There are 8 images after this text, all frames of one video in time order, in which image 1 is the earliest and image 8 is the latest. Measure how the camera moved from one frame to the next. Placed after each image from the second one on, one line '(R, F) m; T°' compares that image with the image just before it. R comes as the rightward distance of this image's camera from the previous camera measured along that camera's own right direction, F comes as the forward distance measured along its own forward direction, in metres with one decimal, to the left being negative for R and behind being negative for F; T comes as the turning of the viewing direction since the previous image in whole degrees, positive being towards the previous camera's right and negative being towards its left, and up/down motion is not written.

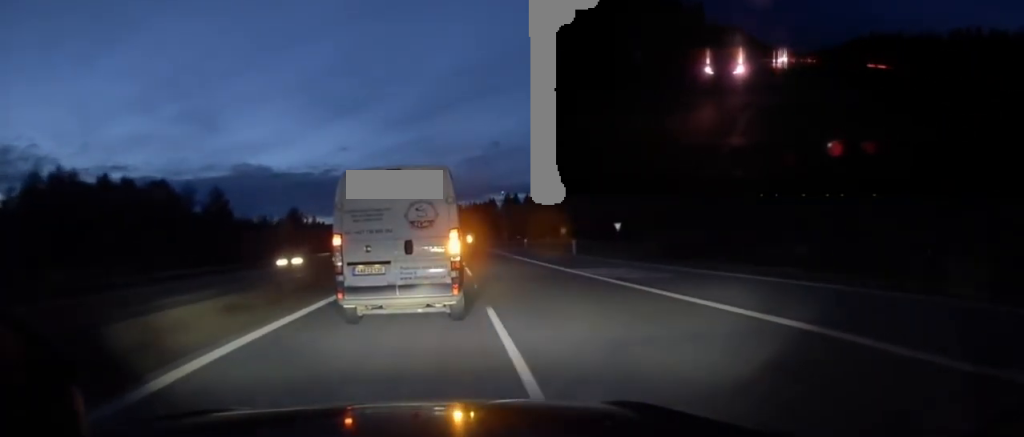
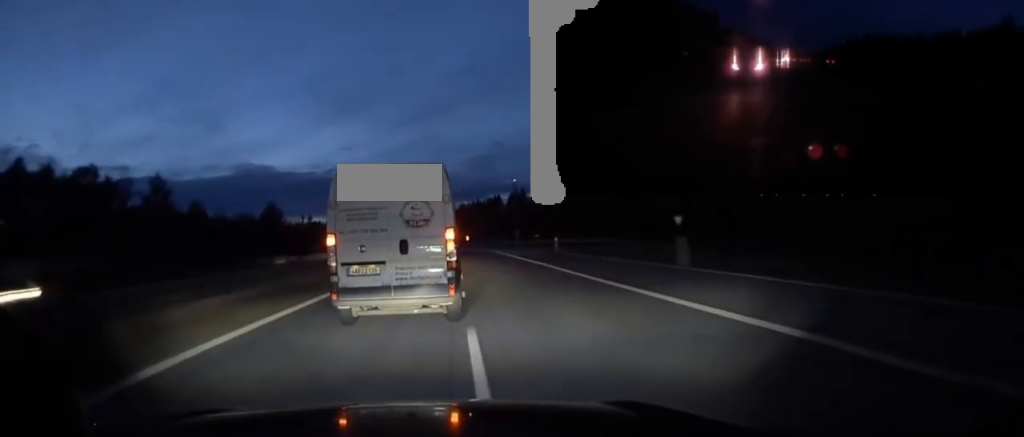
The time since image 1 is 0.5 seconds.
(0.0, +20.9) m; -1°
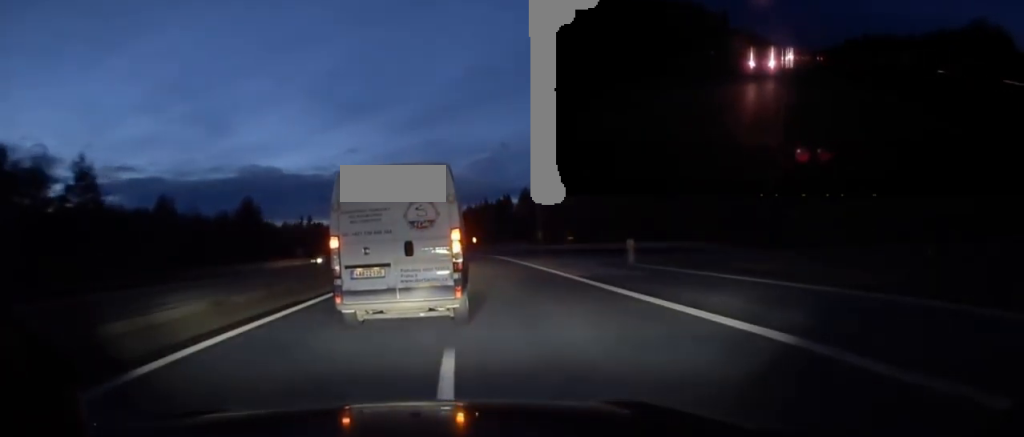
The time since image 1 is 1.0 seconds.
(-0.1, +19.7) m; -1°
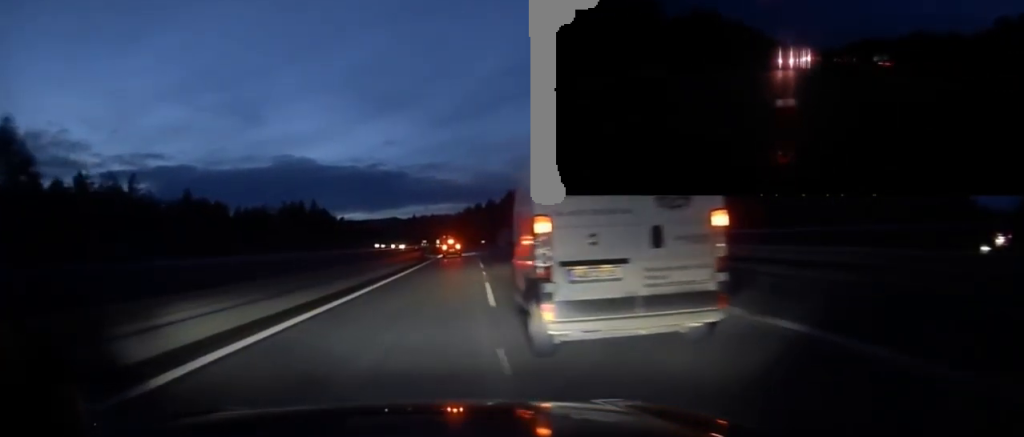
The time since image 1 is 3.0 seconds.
(-2.1, +79.5) m; -2°
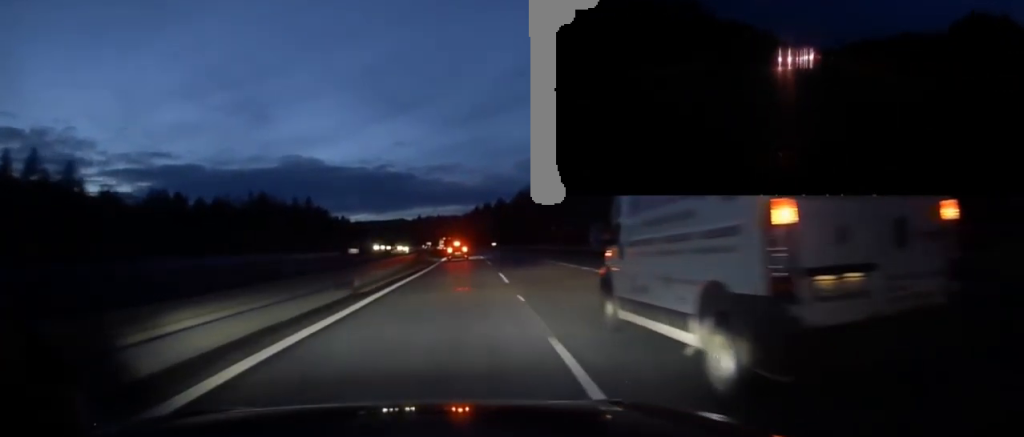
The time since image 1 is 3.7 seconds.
(-0.1, +29.2) m; 0°
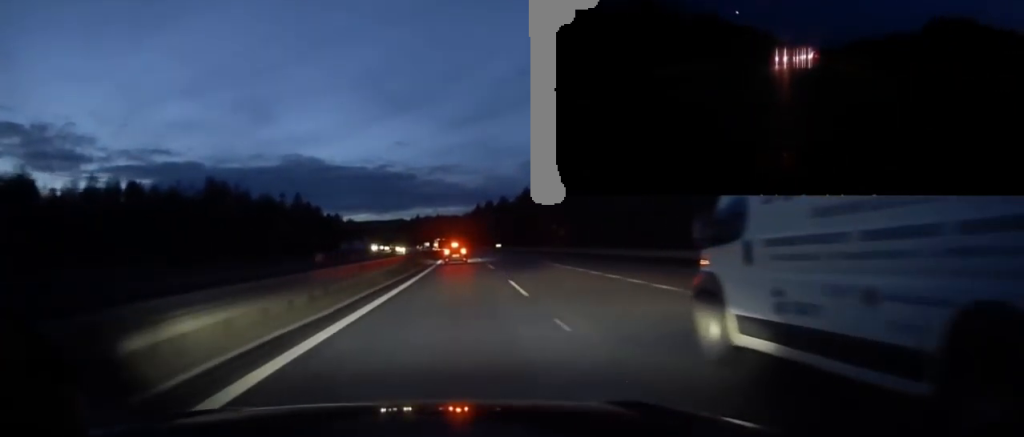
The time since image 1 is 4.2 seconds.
(-0.1, +22.5) m; 0°
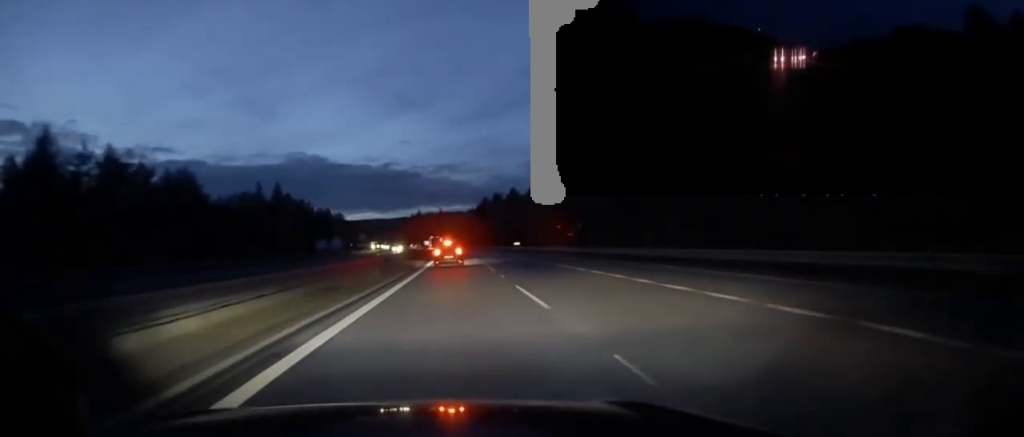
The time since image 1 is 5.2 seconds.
(-0.2, +40.2) m; 0°
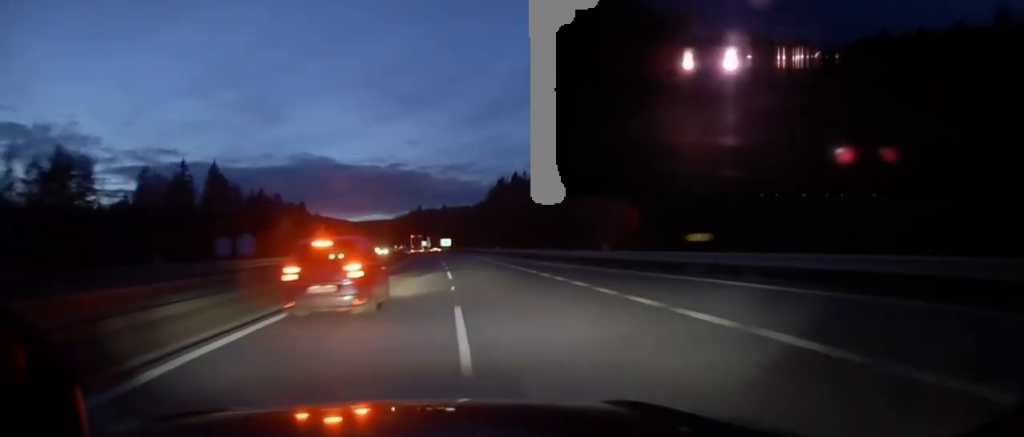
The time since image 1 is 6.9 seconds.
(-0.9, +78.1) m; -3°
